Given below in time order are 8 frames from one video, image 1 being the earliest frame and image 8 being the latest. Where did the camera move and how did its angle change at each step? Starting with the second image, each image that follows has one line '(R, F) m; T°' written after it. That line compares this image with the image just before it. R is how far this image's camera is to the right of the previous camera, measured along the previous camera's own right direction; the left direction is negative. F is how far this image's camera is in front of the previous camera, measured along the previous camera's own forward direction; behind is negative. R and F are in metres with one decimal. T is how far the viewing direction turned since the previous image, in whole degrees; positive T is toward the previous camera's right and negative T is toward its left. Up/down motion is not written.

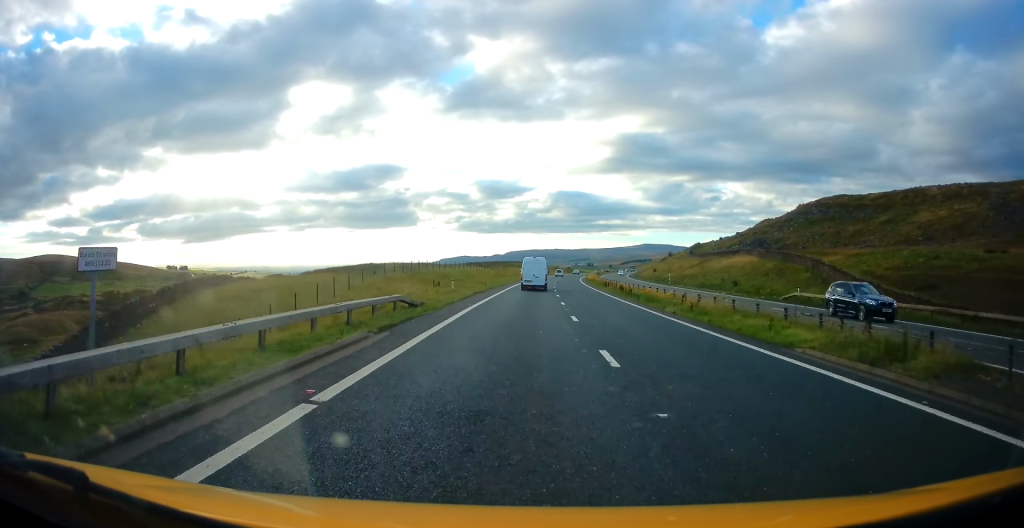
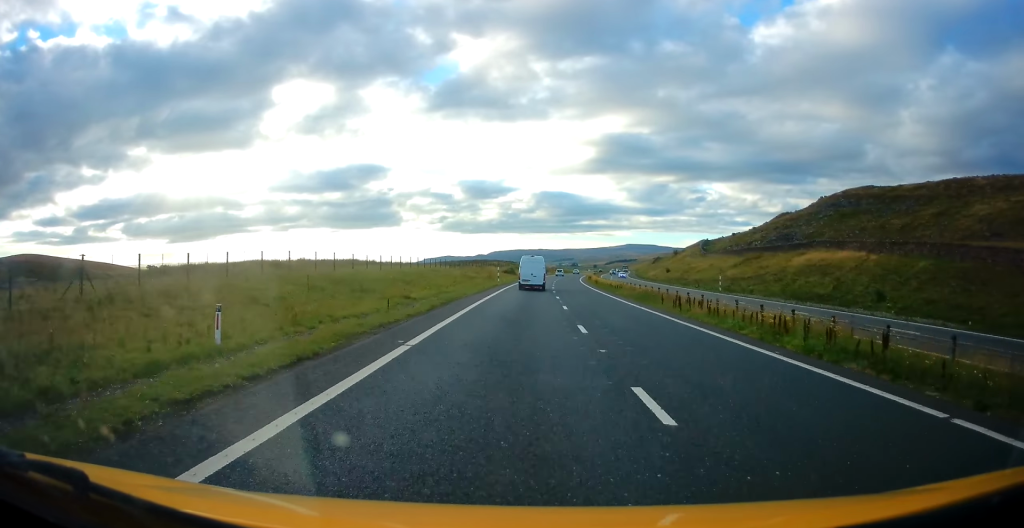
(+0.3, +29.6) m; +1°
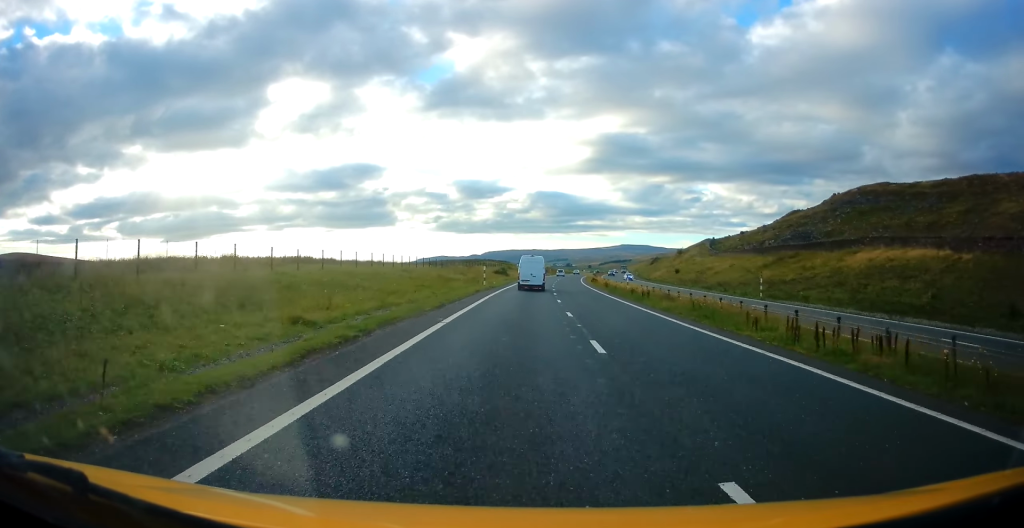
(0.0, +12.3) m; +1°
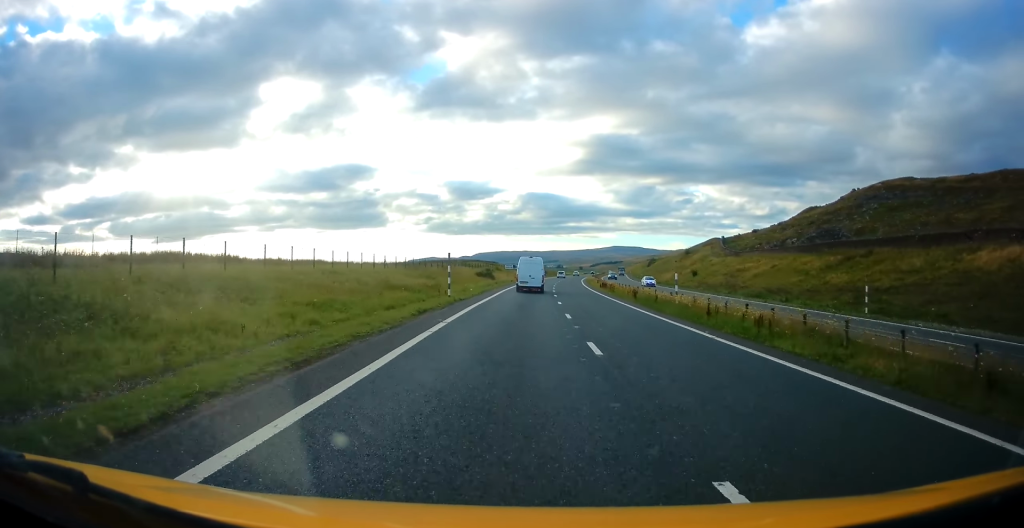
(+0.2, +17.3) m; +1°
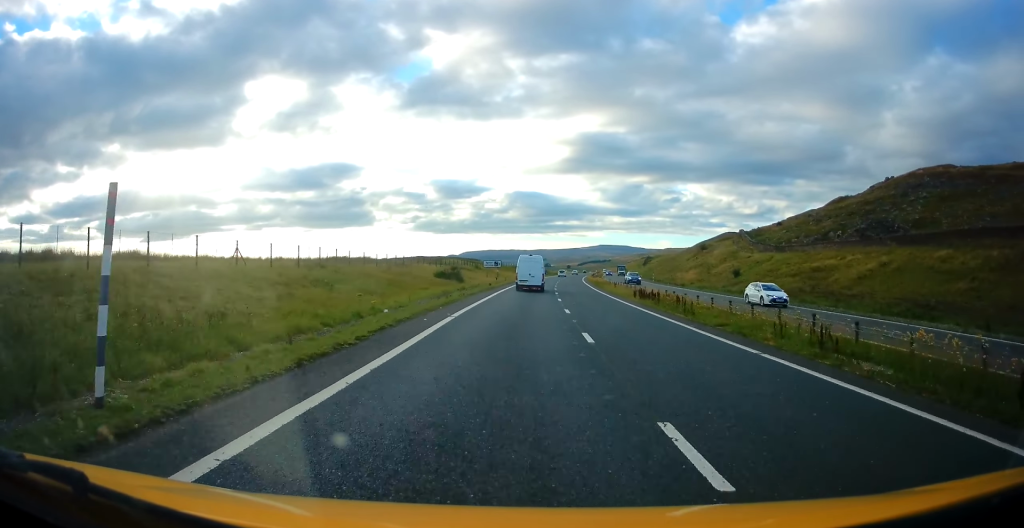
(+0.3, +24.4) m; +2°
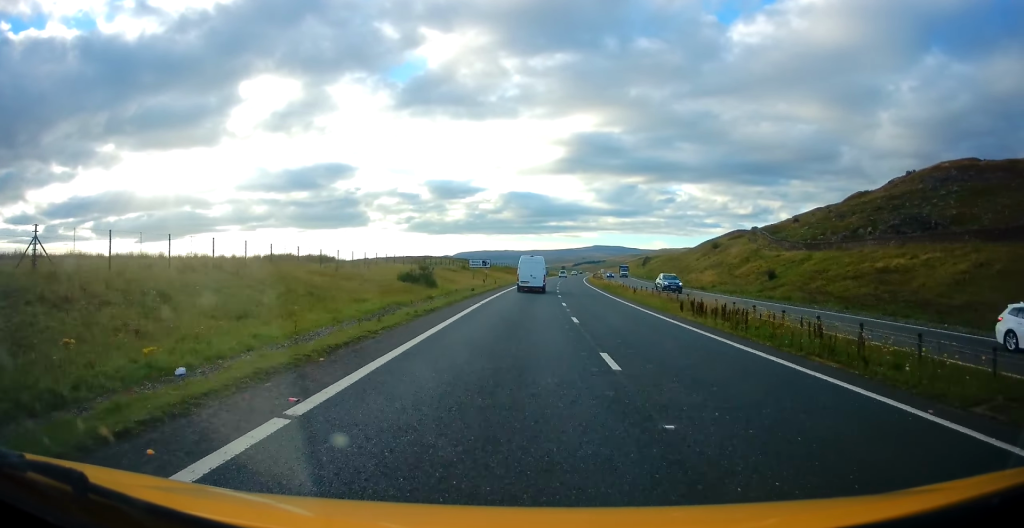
(-0.1, +12.1) m; +1°
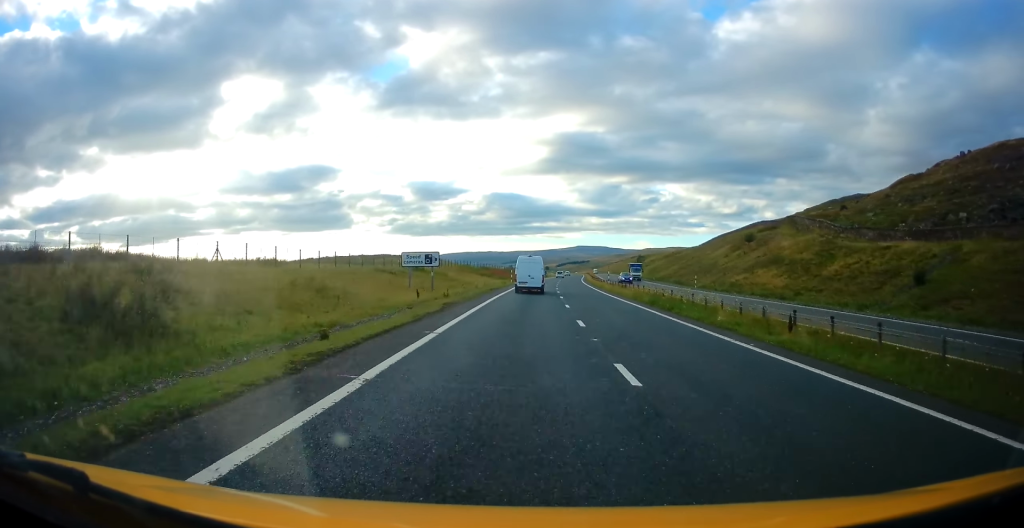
(+0.7, +27.4) m; +1°
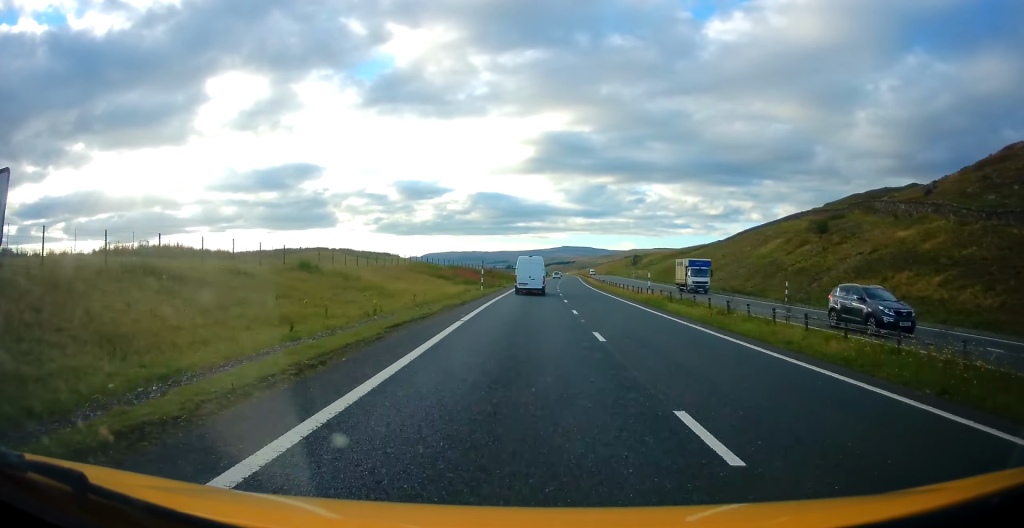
(0.0, +29.5) m; +1°
